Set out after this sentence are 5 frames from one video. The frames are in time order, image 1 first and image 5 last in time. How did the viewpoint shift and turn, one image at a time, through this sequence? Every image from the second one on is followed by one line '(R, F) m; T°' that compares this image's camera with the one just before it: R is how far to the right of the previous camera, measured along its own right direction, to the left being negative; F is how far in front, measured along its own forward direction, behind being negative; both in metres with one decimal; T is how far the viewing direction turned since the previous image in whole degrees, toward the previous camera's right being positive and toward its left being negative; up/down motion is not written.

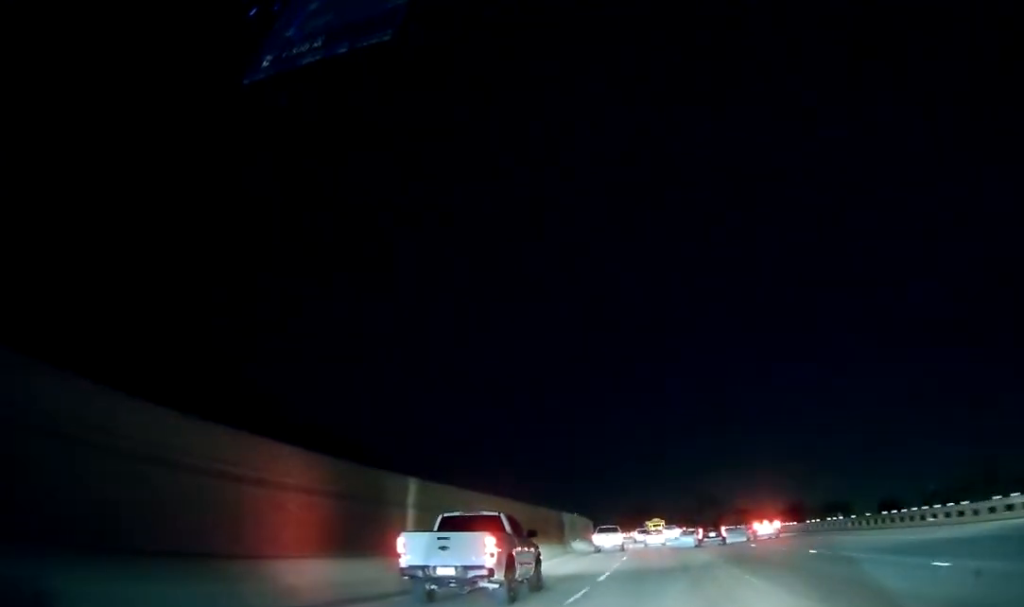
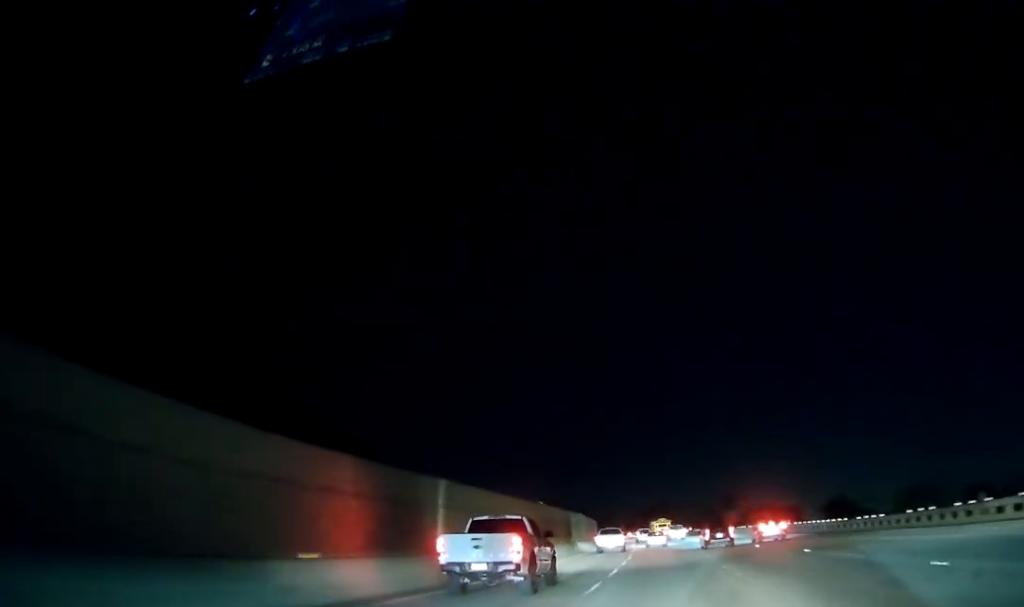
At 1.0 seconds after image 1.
(-0.2, +26.6) m; -1°
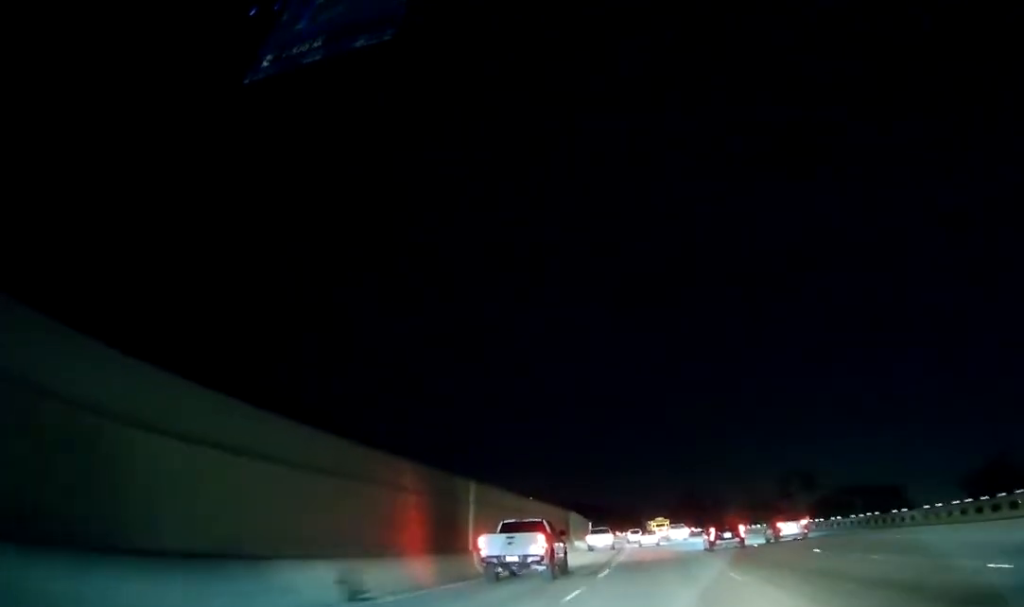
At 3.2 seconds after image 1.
(-1.7, +59.4) m; -3°
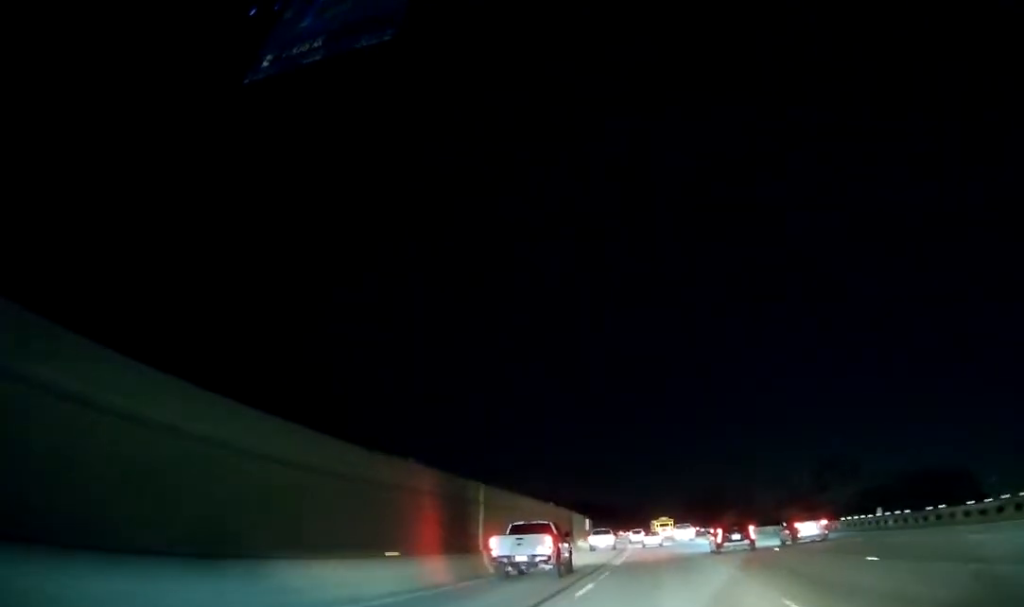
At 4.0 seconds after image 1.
(-0.1, +21.1) m; -1°
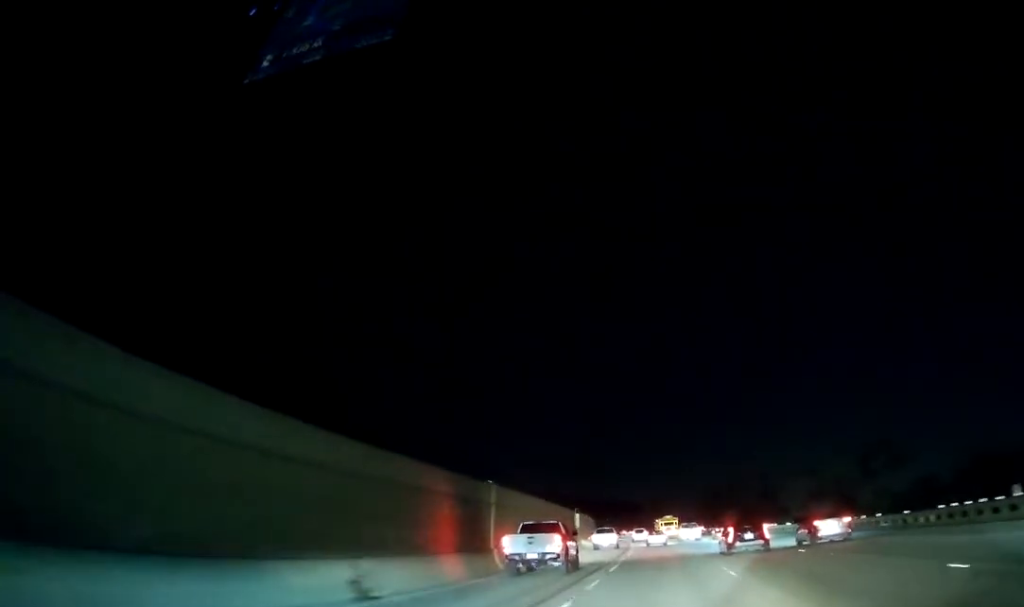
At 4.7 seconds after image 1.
(-0.2, +19.4) m; -1°
